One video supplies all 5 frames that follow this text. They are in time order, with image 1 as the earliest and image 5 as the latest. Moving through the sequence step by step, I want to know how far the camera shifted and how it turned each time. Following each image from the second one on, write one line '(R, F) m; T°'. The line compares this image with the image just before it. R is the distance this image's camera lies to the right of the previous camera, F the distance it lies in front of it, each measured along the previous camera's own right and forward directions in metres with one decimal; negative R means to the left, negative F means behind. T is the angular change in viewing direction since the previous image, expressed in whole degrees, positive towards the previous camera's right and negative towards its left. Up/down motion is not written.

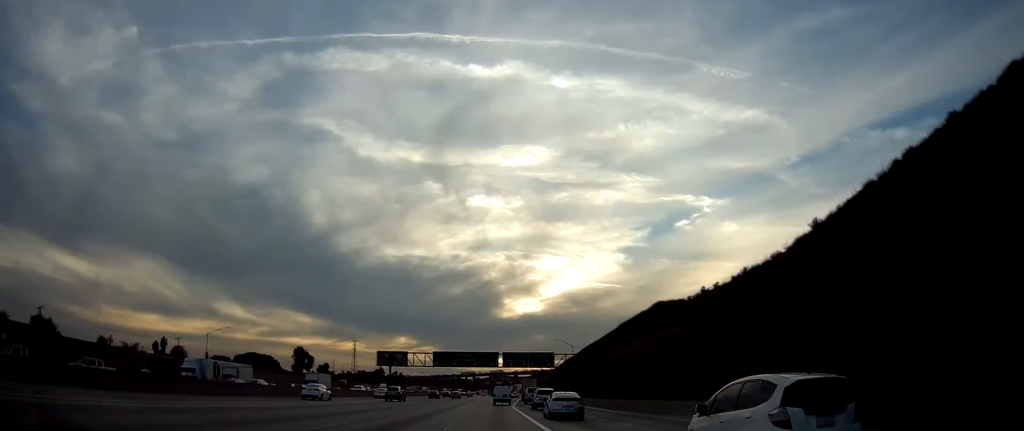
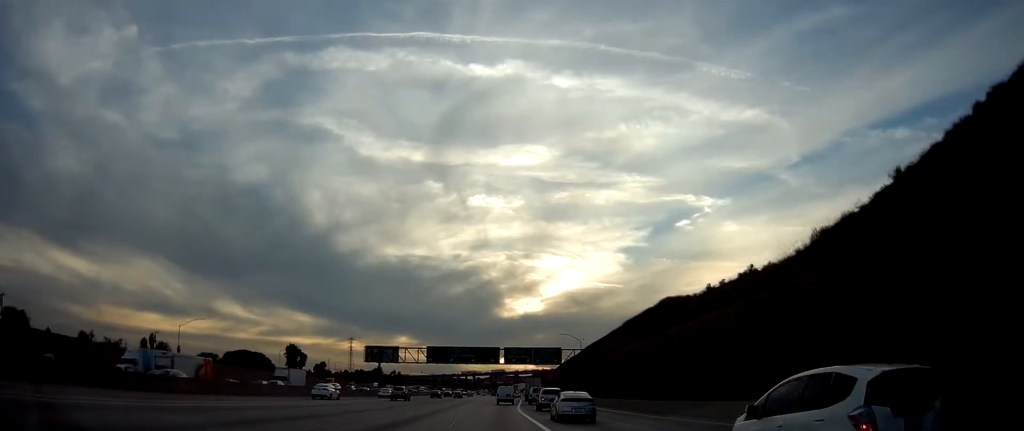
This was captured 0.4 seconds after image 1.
(+0.1, +10.8) m; 0°
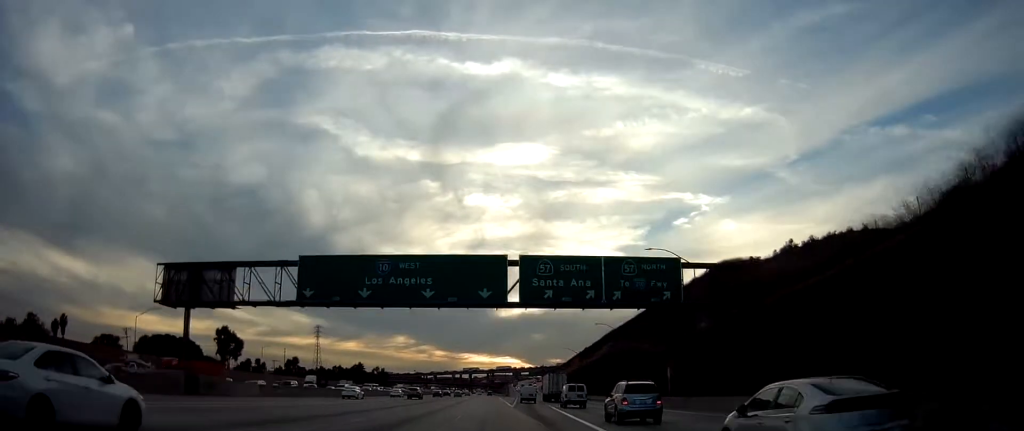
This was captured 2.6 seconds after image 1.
(-0.7, +63.7) m; -1°
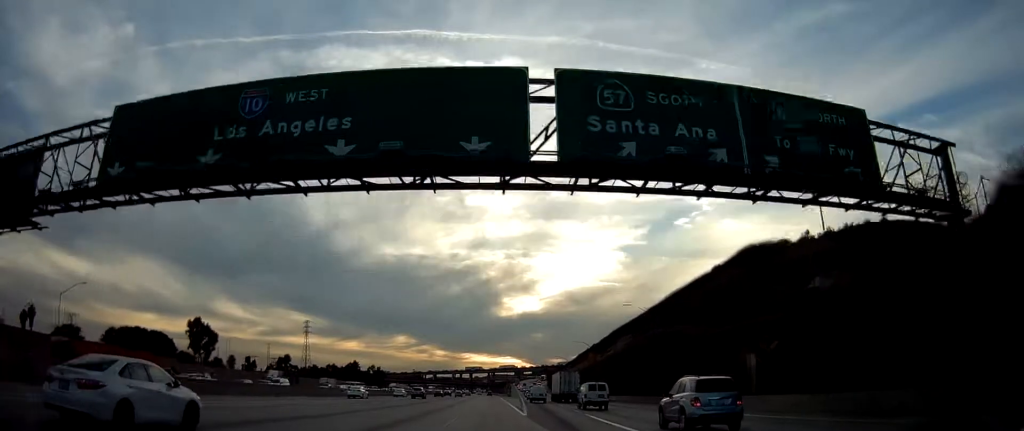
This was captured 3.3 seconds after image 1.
(+0.4, +19.8) m; 0°
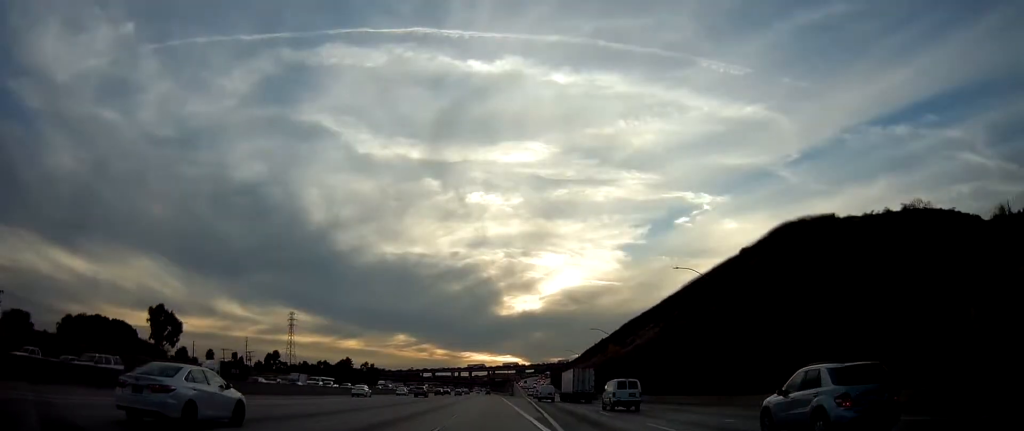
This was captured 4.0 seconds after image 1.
(-0.5, +22.2) m; 0°
